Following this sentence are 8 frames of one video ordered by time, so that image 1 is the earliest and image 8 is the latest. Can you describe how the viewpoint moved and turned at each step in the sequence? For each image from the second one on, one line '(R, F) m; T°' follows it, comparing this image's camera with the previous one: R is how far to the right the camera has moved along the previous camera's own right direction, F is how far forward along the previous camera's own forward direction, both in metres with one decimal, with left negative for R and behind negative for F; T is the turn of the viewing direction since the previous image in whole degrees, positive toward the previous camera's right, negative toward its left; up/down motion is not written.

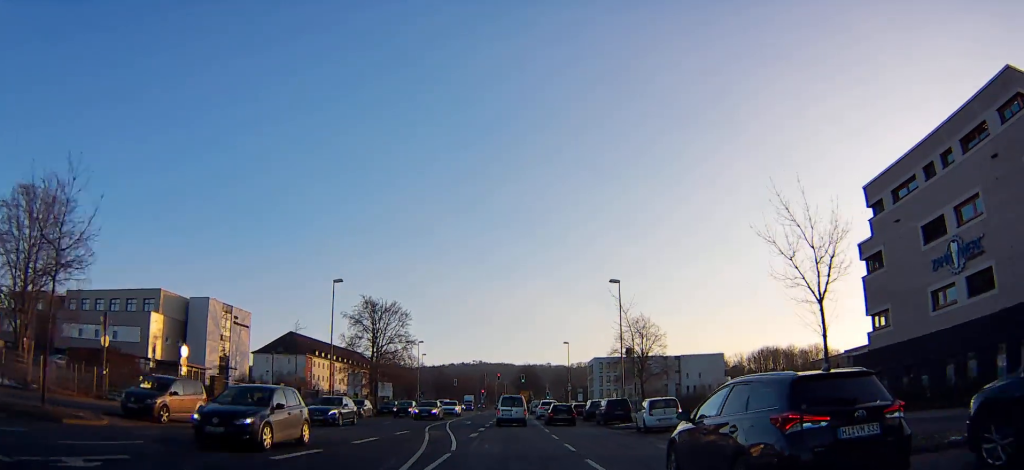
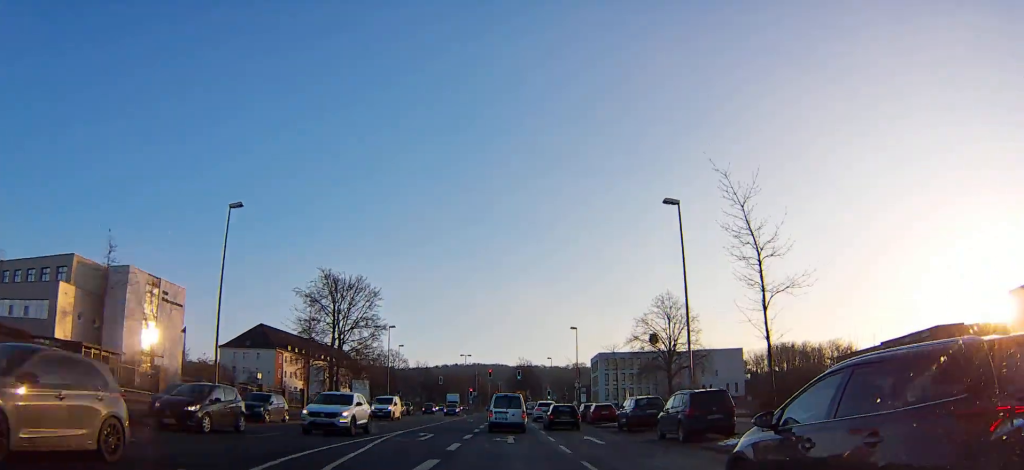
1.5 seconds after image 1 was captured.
(+0.4, +18.0) m; +1°
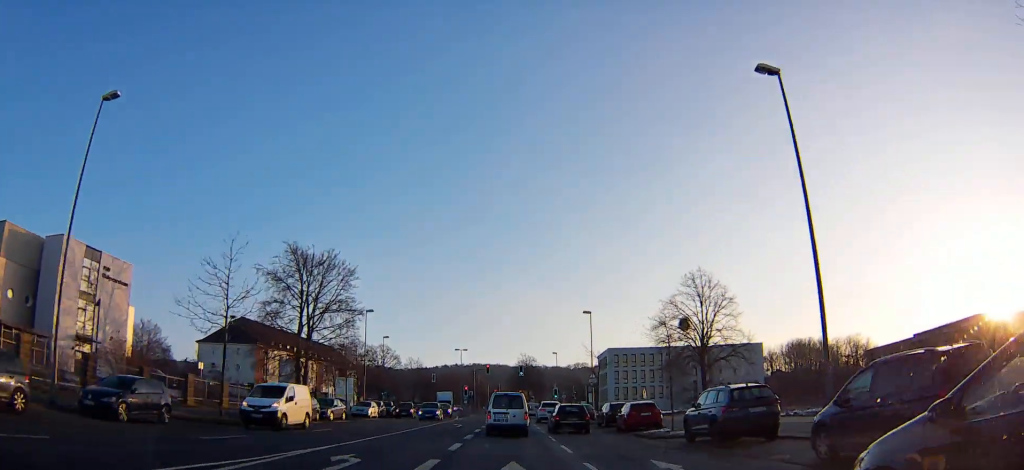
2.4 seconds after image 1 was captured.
(-0.2, +12.1) m; -2°
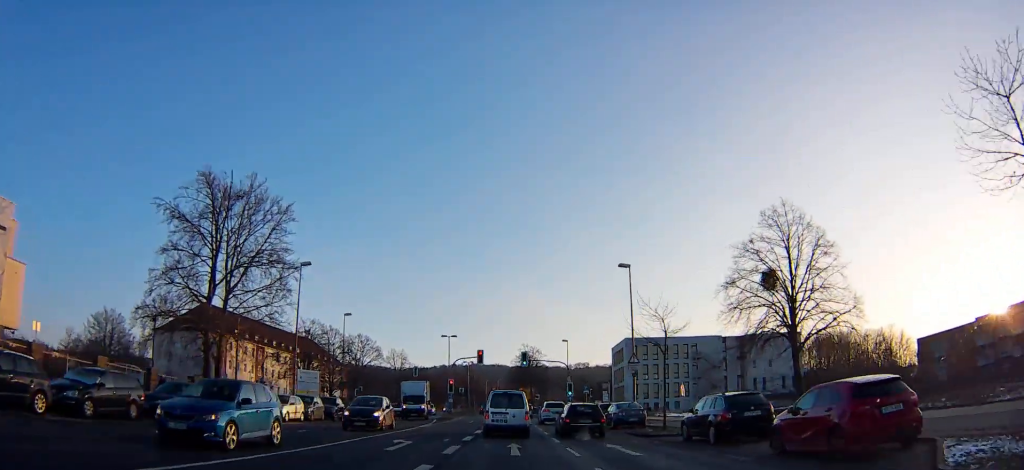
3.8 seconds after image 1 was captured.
(-0.1, +20.1) m; +2°
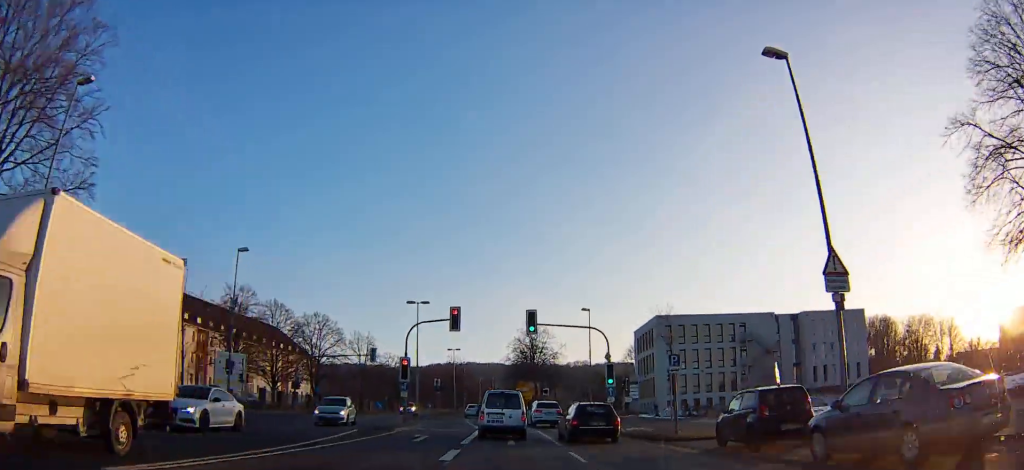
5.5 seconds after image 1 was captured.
(+0.6, +25.7) m; 0°
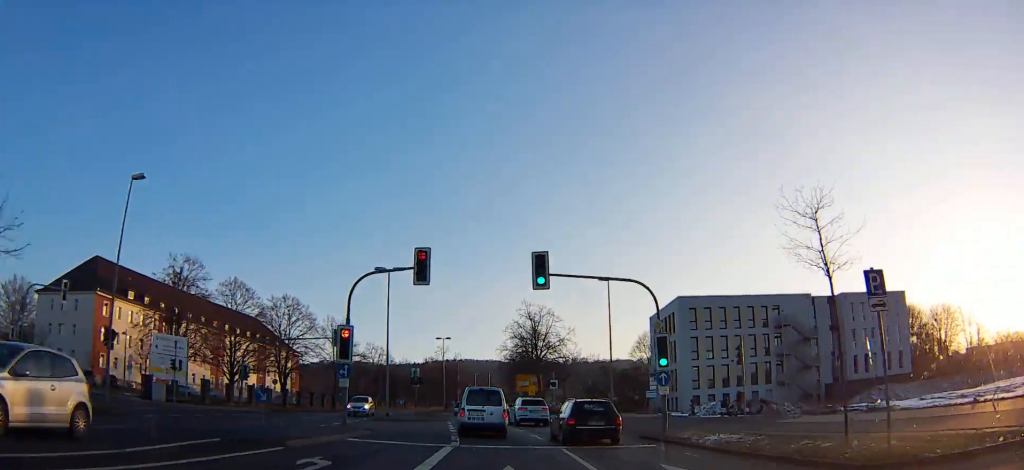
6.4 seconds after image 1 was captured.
(-0.5, +12.4) m; -1°
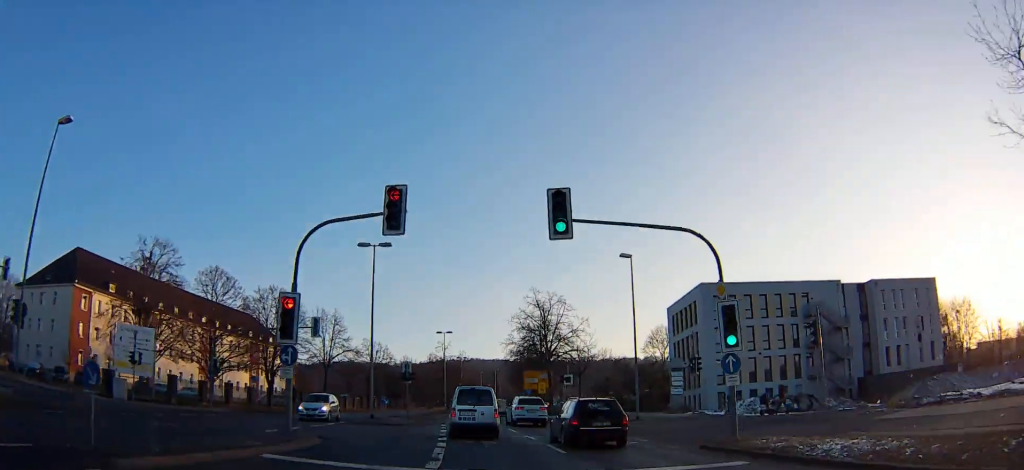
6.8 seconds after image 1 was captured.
(+0.2, +6.4) m; -1°
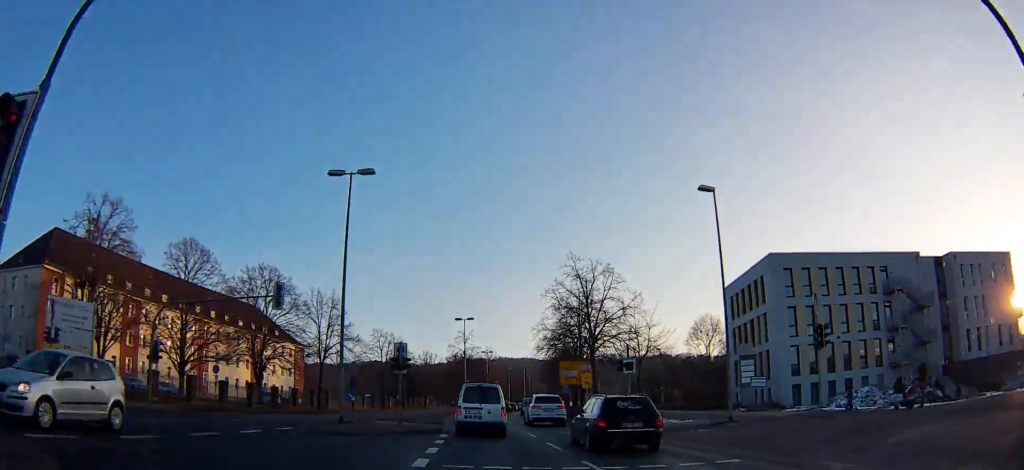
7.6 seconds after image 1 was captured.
(+0.1, +11.5) m; -2°
